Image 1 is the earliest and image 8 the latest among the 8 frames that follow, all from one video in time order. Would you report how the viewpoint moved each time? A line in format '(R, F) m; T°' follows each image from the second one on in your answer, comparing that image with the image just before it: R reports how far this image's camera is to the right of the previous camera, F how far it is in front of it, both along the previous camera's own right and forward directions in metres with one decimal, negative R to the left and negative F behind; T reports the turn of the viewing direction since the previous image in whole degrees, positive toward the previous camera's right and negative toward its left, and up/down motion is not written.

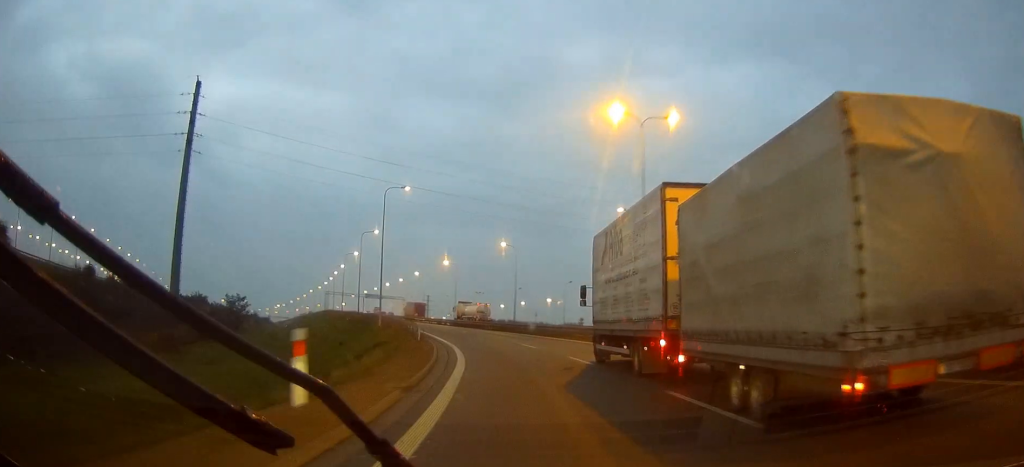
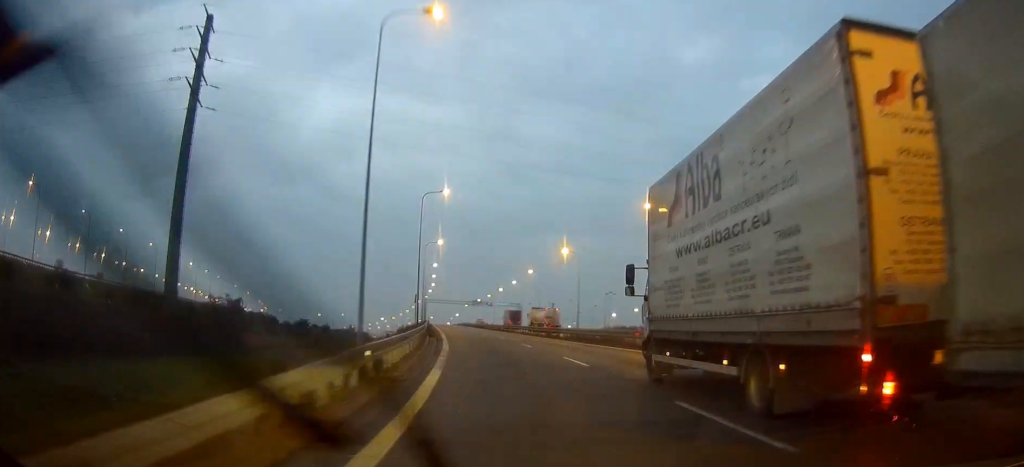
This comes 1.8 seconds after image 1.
(-3.3, +36.9) m; -9°
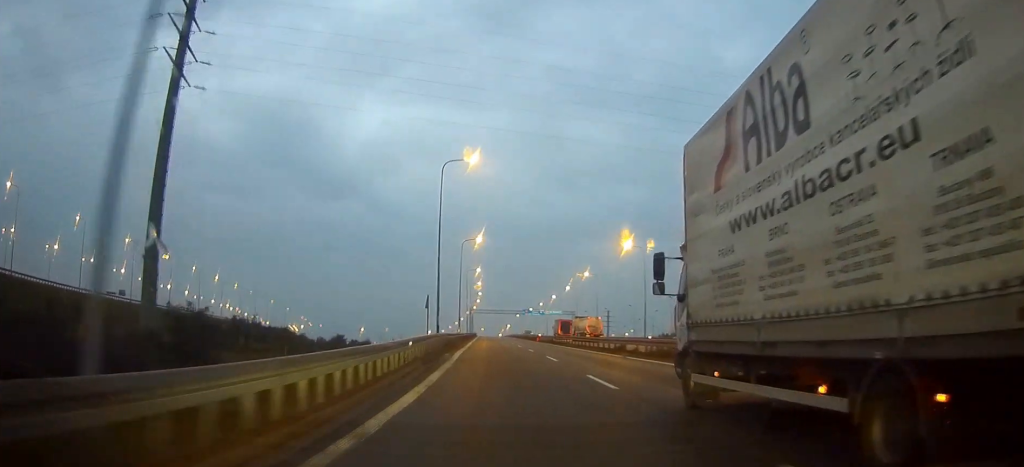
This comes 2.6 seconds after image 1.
(-0.6, +16.2) m; -4°
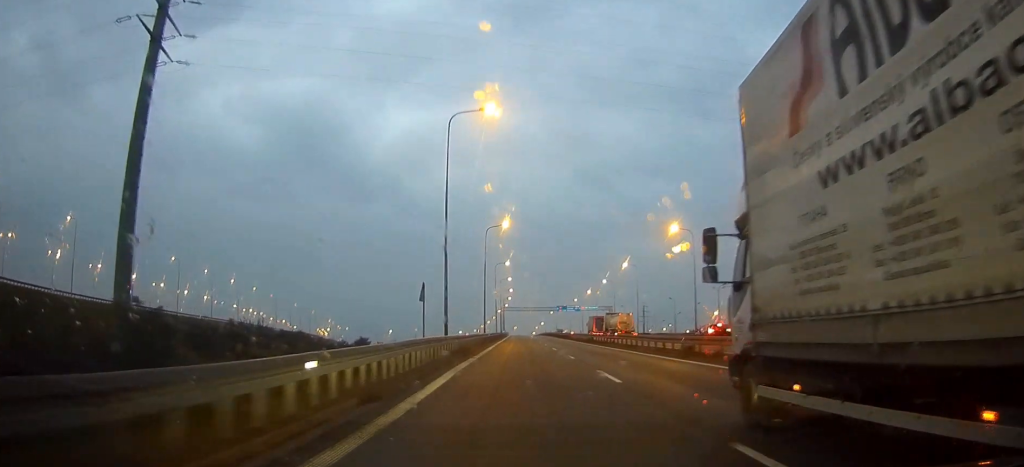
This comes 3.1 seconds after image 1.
(-0.1, +10.7) m; -2°
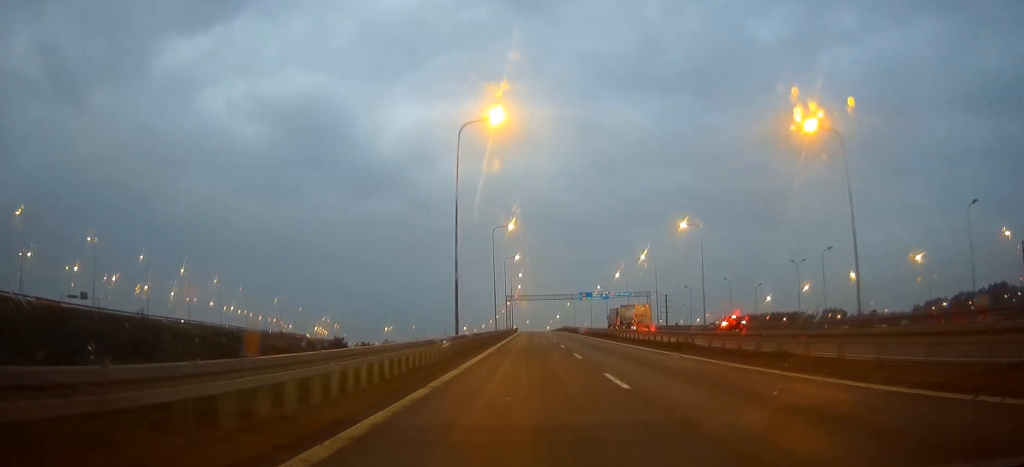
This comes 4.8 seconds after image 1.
(-1.5, +37.7) m; -2°
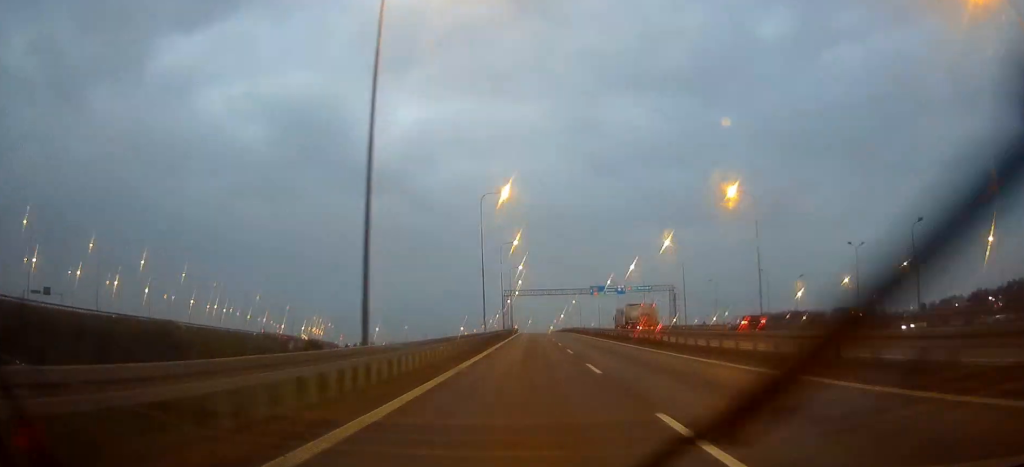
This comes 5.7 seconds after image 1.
(0.0, +19.9) m; 0°
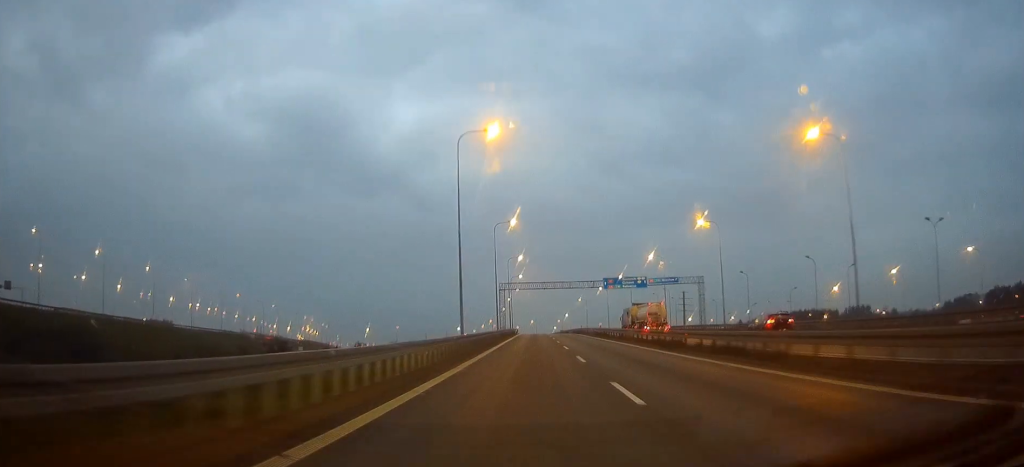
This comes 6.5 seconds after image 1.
(0.0, +18.8) m; 0°
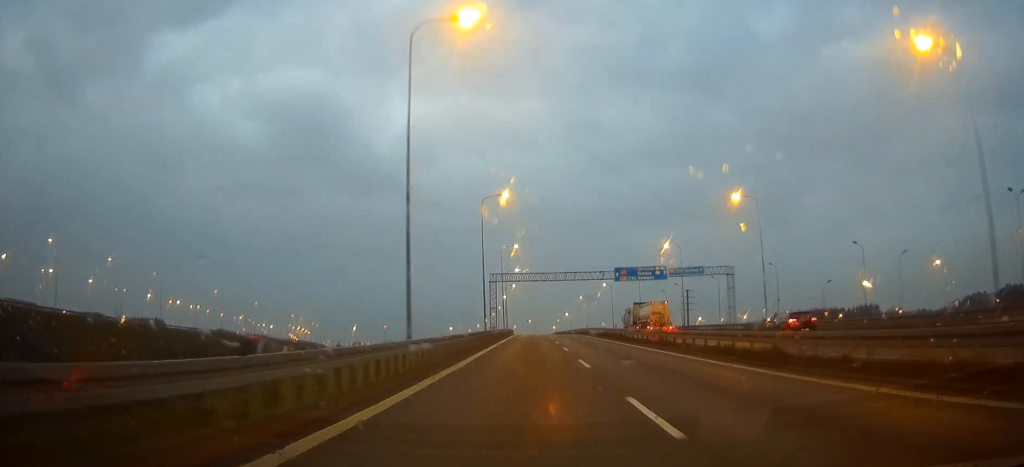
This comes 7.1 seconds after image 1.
(0.0, +15.1) m; 0°
